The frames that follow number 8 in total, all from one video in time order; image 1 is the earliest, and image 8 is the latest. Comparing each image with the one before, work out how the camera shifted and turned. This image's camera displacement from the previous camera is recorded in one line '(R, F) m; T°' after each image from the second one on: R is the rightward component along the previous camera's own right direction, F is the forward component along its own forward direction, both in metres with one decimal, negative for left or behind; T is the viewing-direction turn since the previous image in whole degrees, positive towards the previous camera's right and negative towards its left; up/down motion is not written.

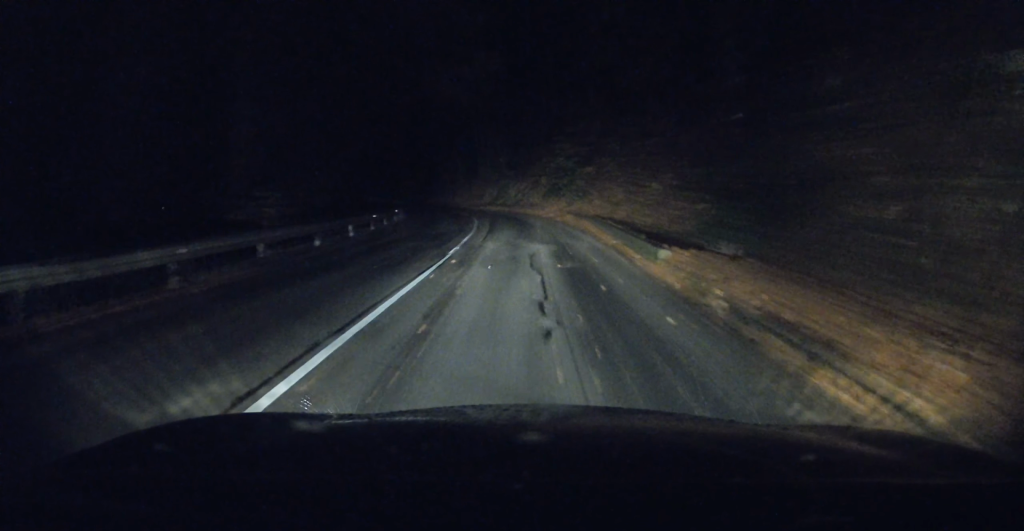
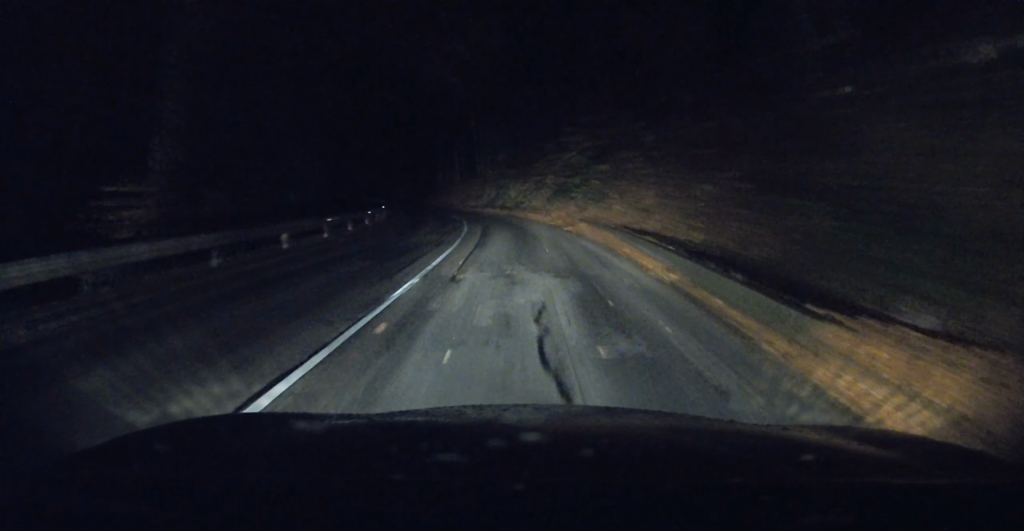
(-0.1, +6.1) m; -1°
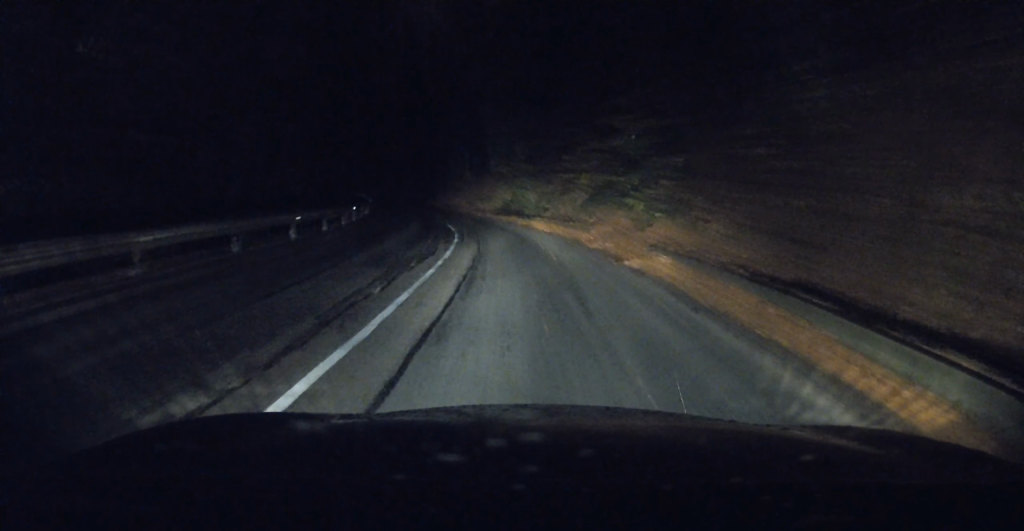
(-0.1, +10.4) m; -2°
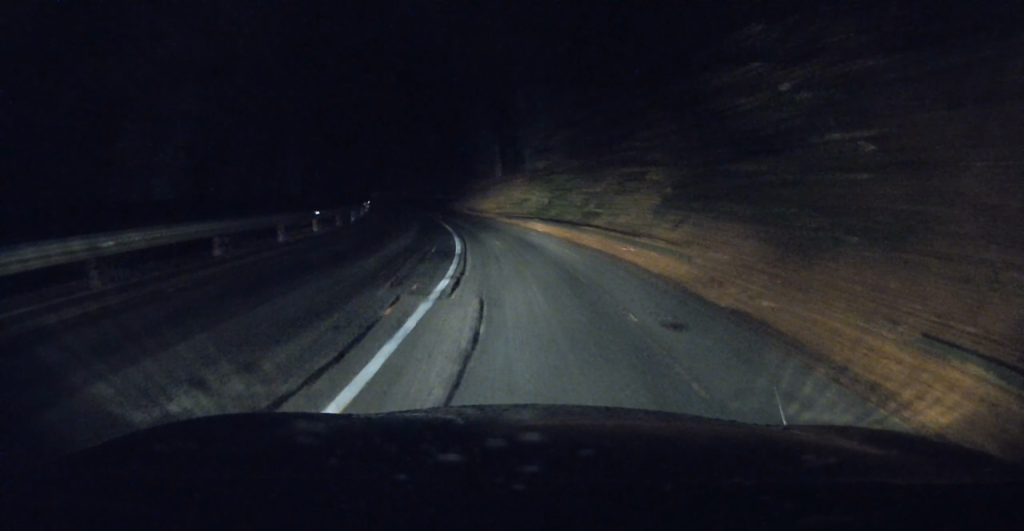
(-0.3, +9.0) m; -2°
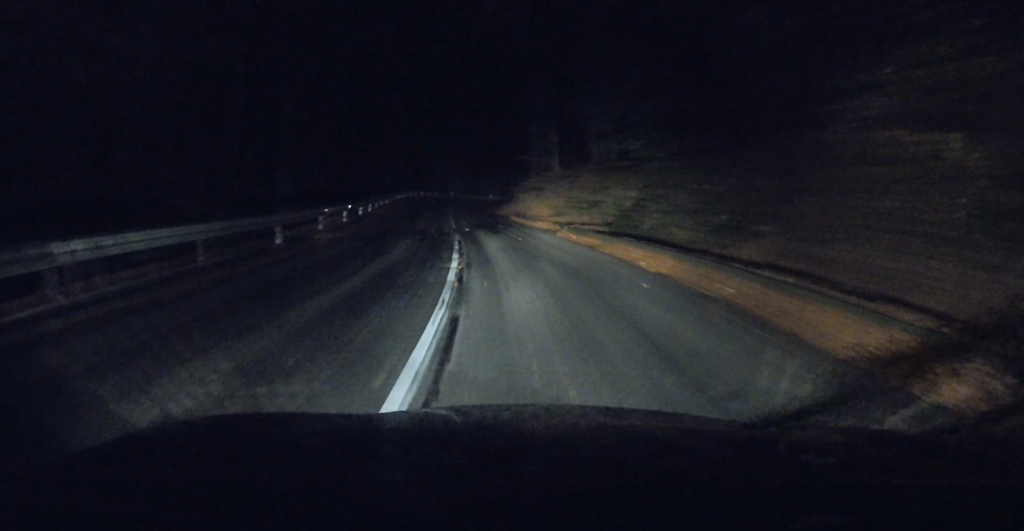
(0.0, +12.5) m; -2°
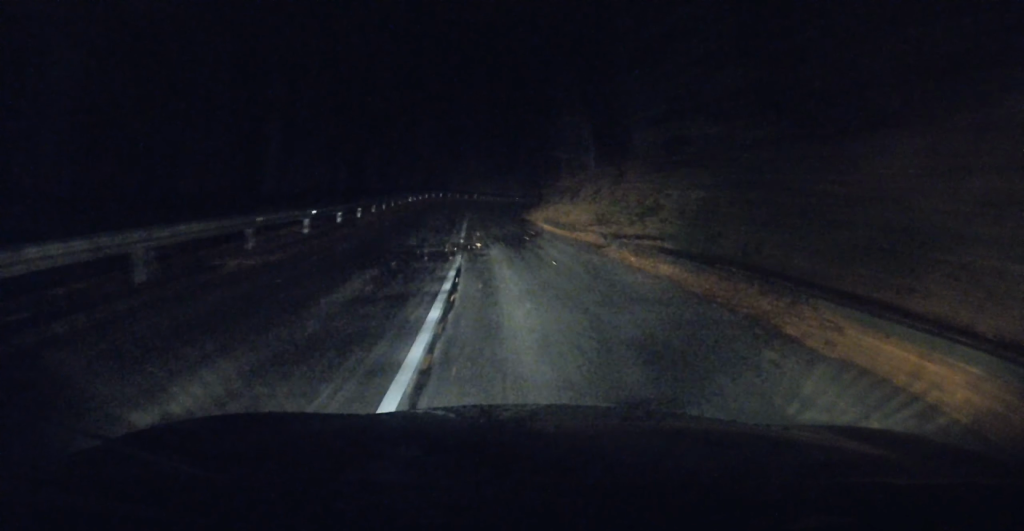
(-0.1, +6.1) m; -2°
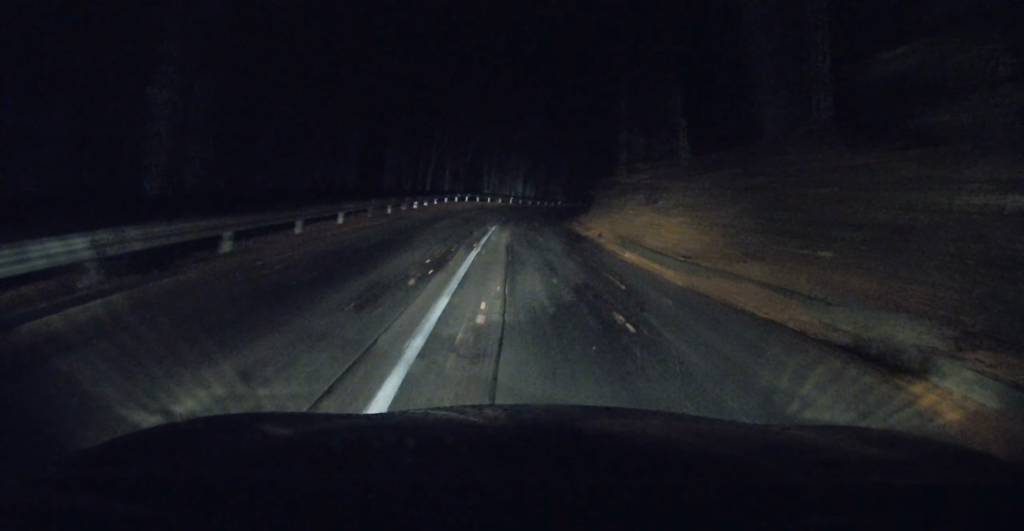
(-0.4, +12.9) m; -3°
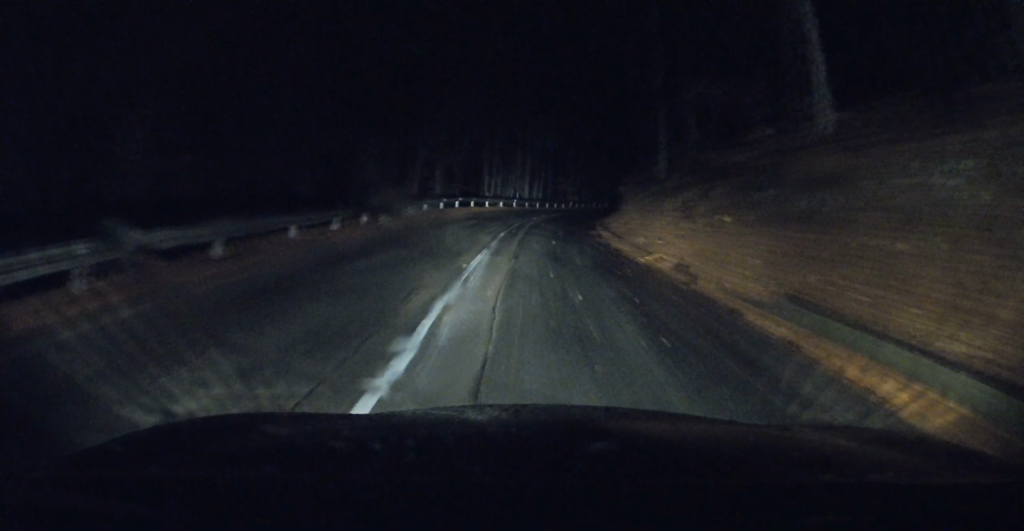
(-0.3, +11.3) m; 0°
